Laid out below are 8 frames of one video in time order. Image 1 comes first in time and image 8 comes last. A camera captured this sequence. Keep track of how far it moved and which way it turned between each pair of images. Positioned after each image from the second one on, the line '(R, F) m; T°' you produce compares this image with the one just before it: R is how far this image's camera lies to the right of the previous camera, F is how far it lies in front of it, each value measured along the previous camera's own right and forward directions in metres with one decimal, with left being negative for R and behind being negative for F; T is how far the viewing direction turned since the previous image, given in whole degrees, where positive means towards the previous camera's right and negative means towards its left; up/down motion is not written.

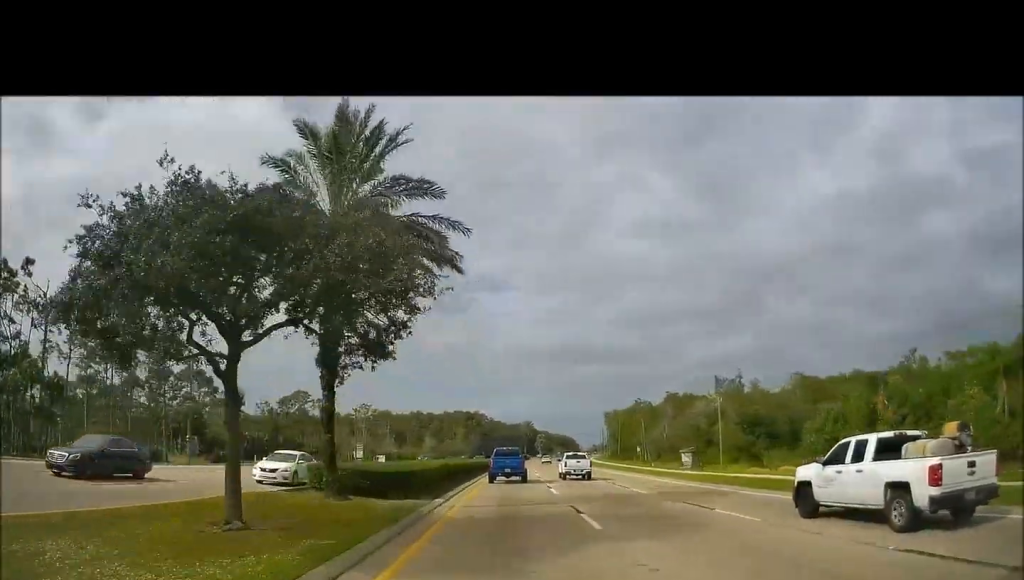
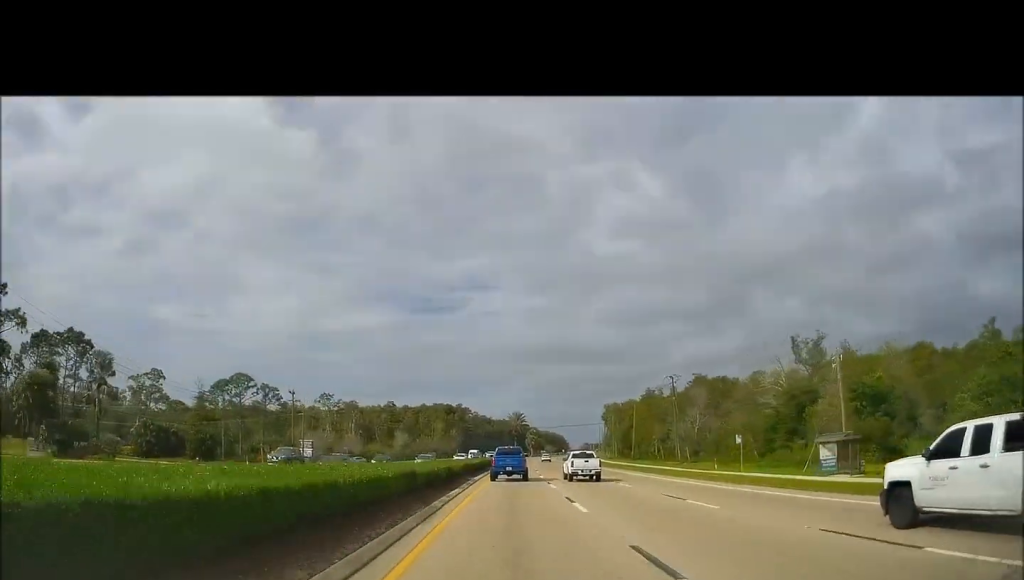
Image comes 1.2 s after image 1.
(+0.4, +33.2) m; +1°
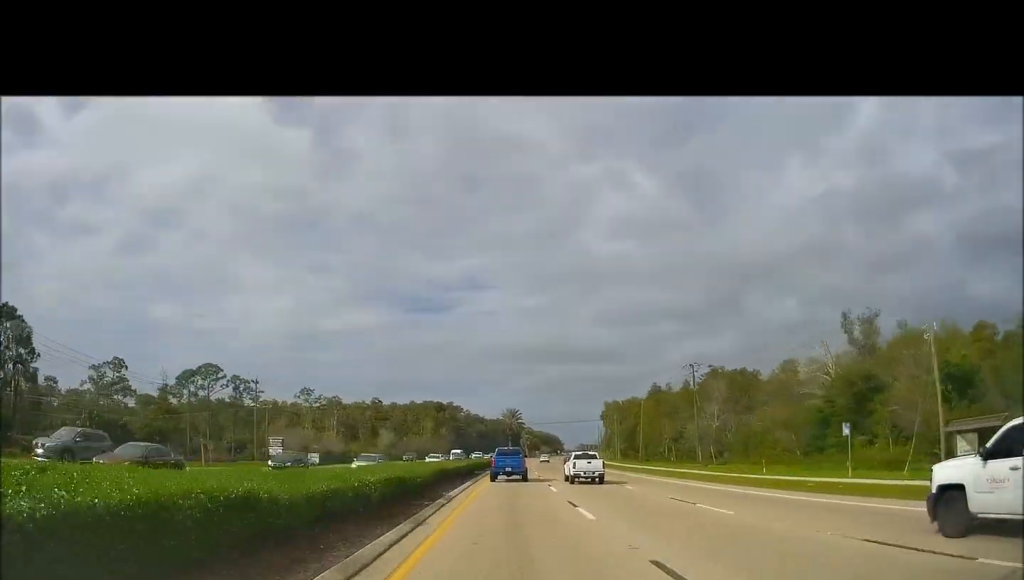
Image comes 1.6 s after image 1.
(+0.1, +13.4) m; +1°
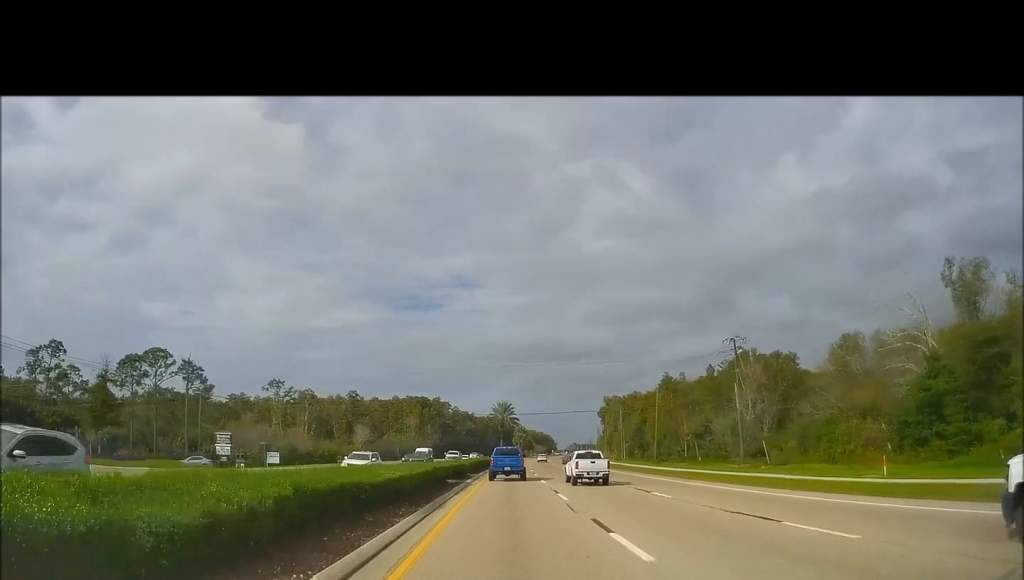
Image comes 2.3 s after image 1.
(0.0, +18.3) m; +1°
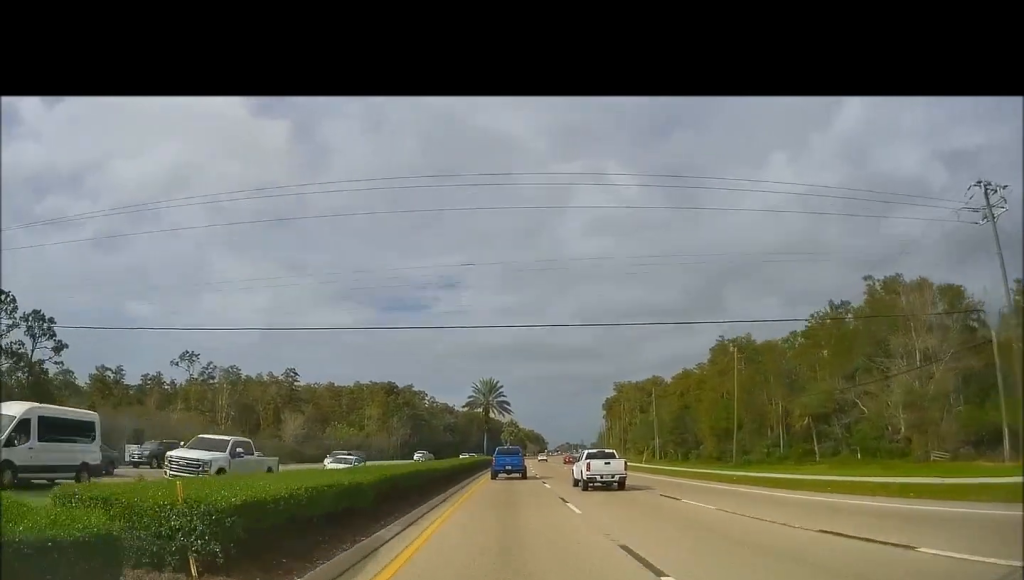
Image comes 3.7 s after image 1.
(+0.7, +41.6) m; +1°
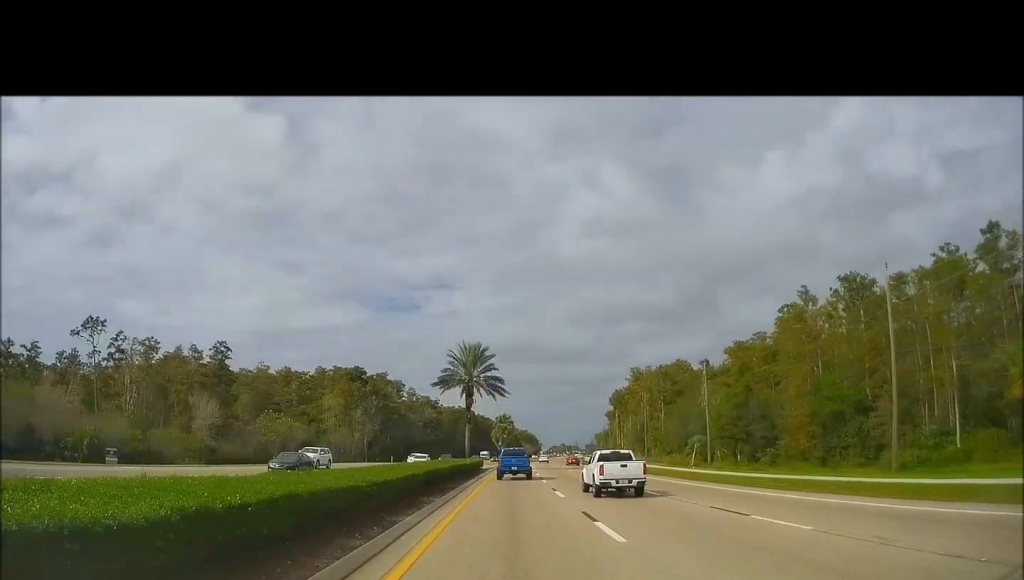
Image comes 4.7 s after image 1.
(0.0, +30.3) m; +1°
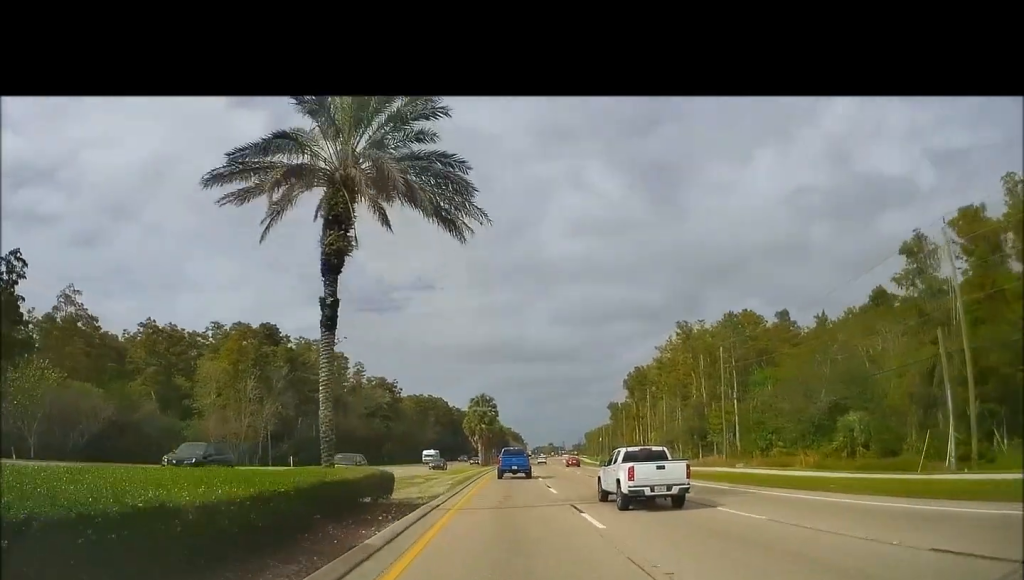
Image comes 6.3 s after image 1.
(+1.4, +47.4) m; +3°
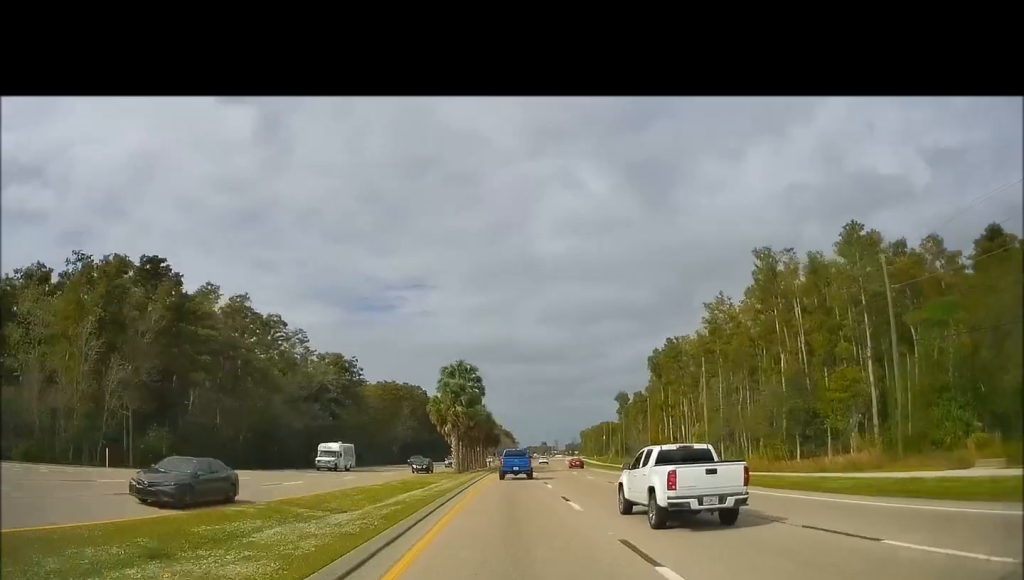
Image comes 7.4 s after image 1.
(-0.3, +32.6) m; 0°
